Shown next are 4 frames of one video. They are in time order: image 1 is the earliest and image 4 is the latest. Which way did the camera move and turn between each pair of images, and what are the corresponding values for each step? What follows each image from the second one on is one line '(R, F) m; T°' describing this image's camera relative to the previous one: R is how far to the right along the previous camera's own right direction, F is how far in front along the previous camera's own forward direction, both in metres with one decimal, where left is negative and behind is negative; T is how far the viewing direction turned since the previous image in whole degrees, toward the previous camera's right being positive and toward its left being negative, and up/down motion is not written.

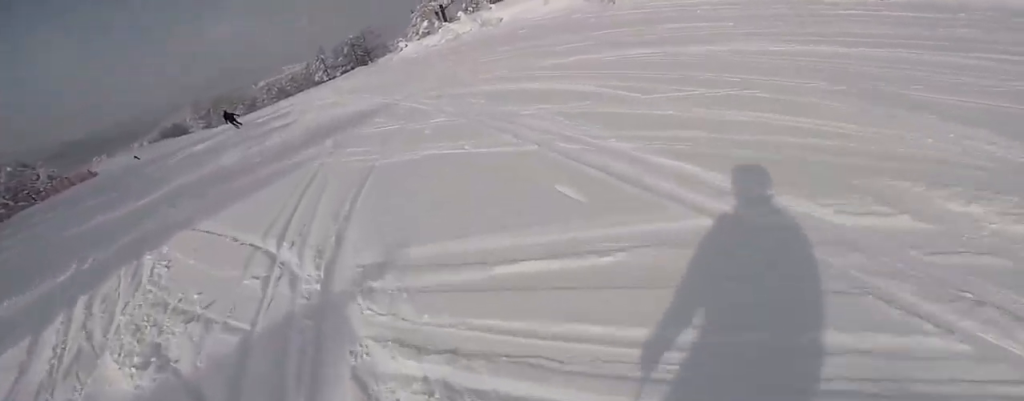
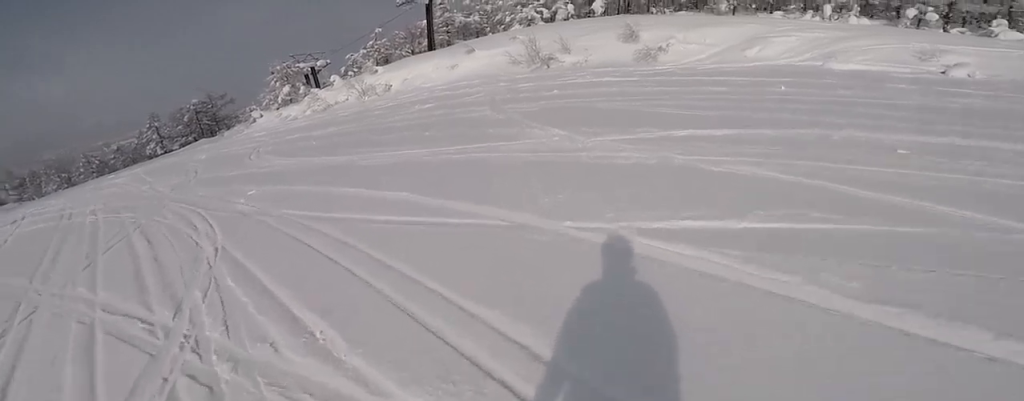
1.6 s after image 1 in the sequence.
(+3.0, +12.9) m; +23°
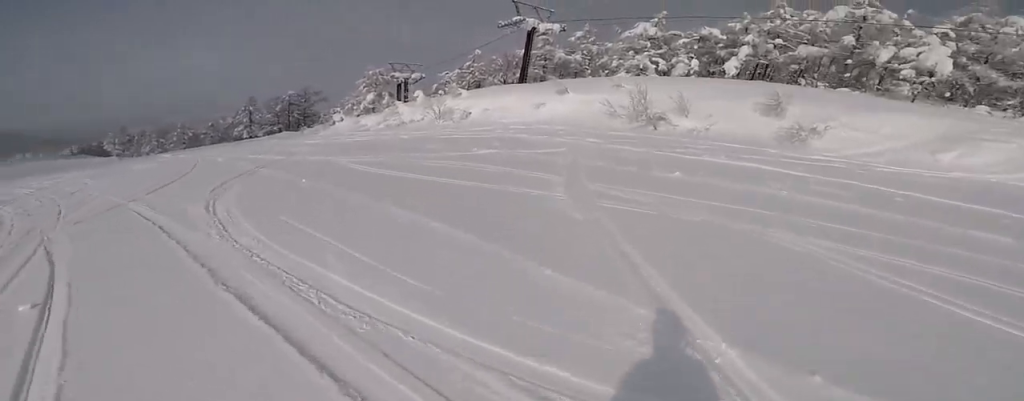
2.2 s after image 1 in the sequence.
(+0.8, +5.5) m; -10°
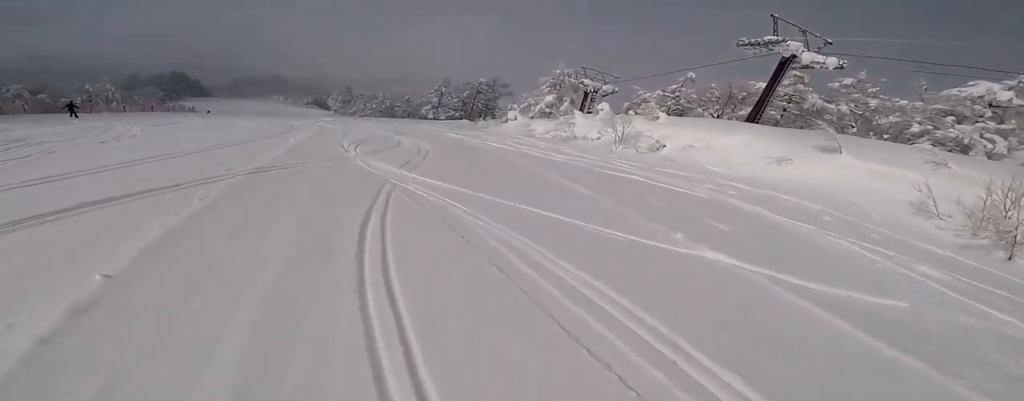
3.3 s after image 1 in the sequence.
(-1.9, +7.2) m; -32°
